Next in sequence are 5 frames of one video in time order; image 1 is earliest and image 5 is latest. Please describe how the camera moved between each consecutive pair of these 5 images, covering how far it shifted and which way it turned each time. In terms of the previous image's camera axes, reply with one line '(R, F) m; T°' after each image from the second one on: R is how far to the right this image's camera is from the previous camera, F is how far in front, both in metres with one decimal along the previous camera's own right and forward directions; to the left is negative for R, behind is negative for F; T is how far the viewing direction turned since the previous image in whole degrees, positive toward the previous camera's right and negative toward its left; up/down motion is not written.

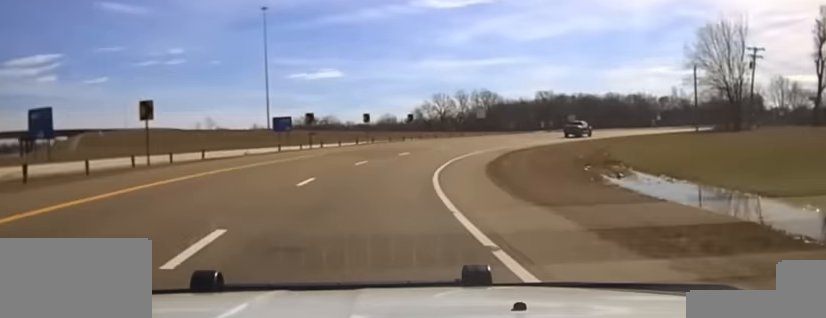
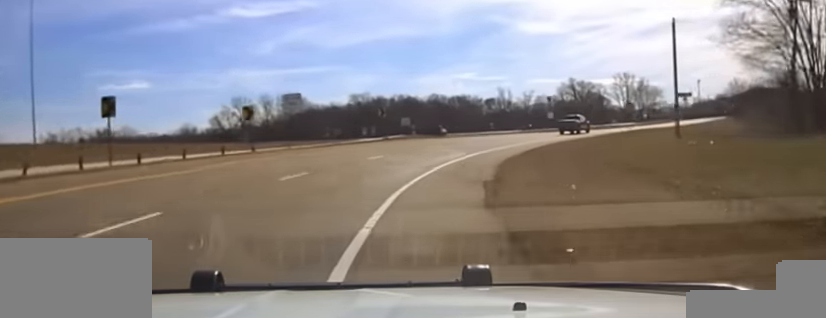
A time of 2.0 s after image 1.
(+7.1, +48.9) m; +15°
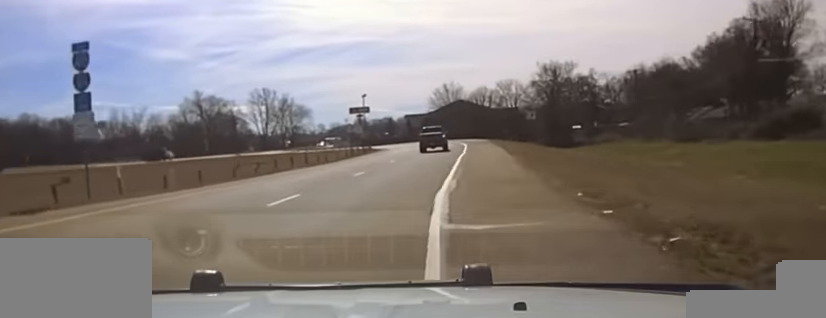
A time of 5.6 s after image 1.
(+16.2, +70.3) m; +26°
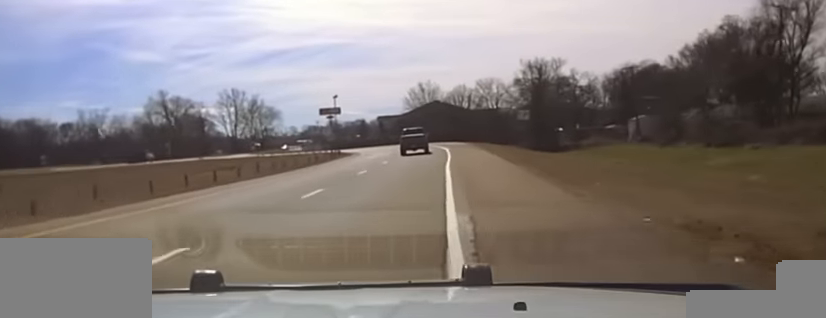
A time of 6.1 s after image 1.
(+0.2, +9.1) m; +4°
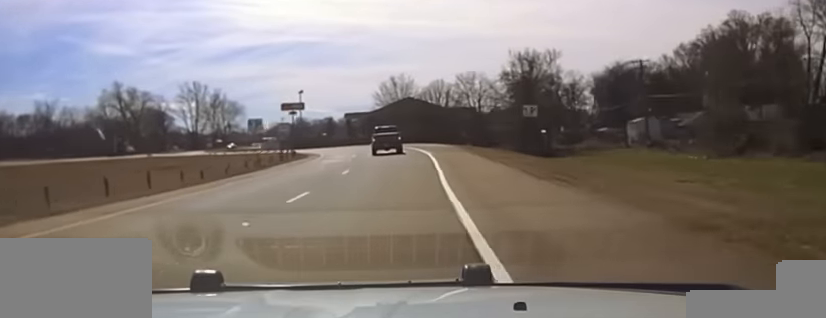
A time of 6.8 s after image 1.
(+0.6, +14.2) m; +2°
